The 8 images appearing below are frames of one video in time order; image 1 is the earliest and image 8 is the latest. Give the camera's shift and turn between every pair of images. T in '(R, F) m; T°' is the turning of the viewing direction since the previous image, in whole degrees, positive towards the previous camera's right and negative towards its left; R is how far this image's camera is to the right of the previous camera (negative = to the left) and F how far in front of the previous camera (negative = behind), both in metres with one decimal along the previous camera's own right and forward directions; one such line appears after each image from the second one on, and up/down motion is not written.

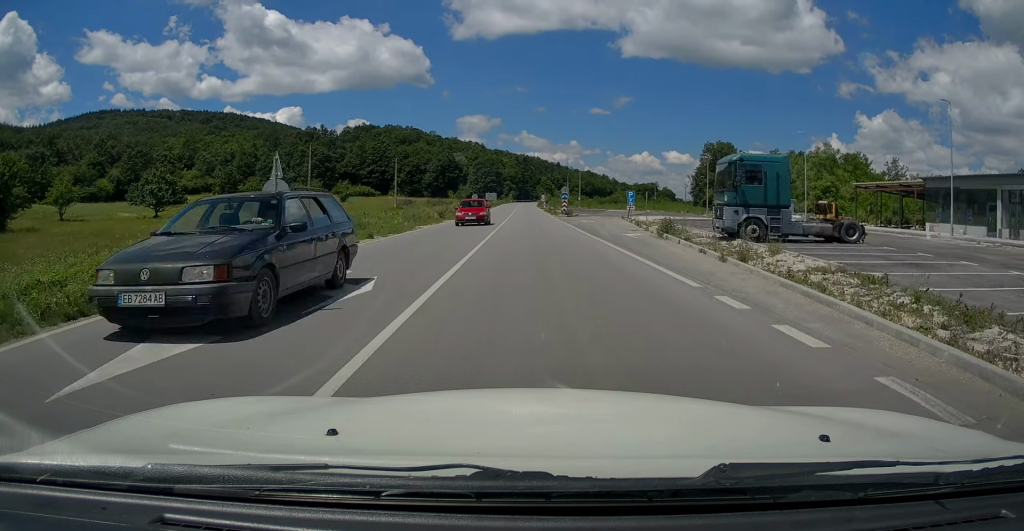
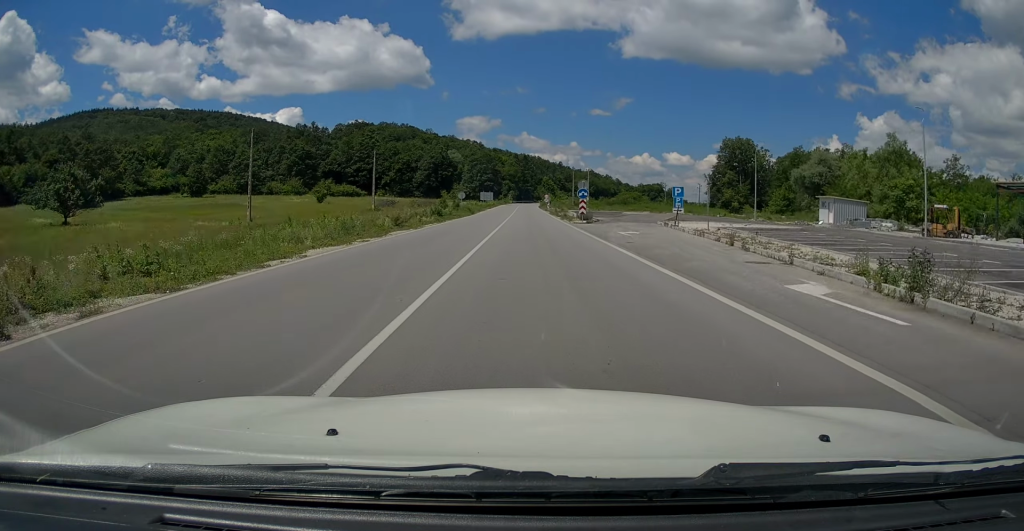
(0.0, +17.2) m; 0°
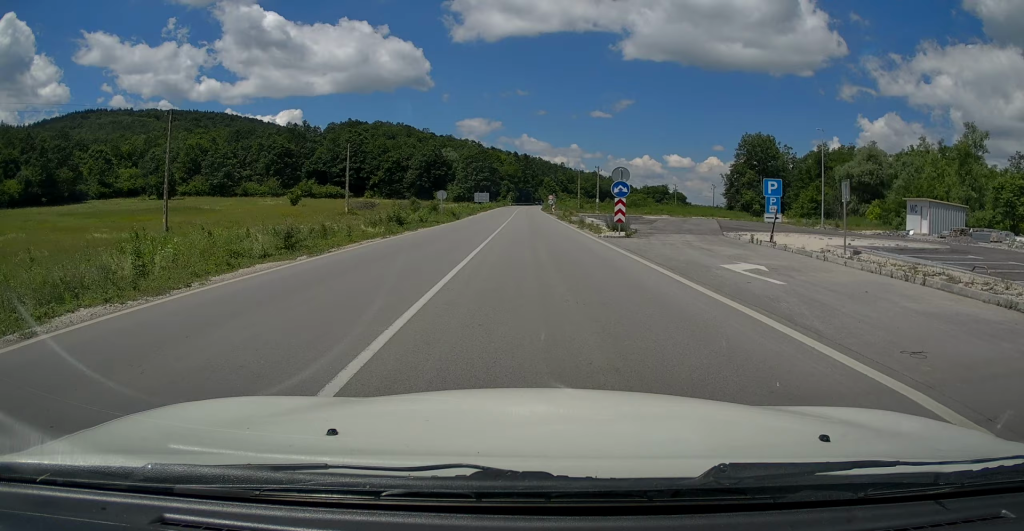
(0.0, +15.3) m; 0°
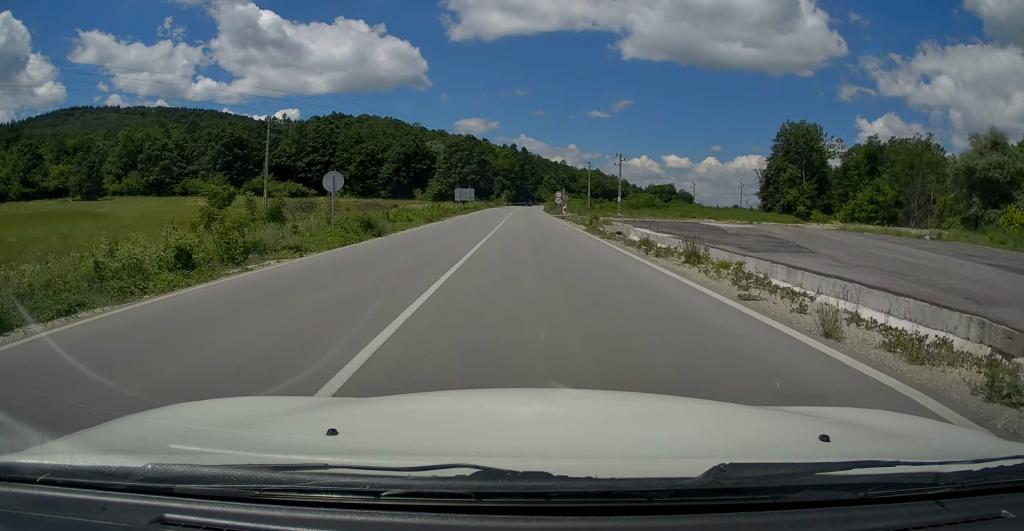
(0.0, +26.5) m; 0°
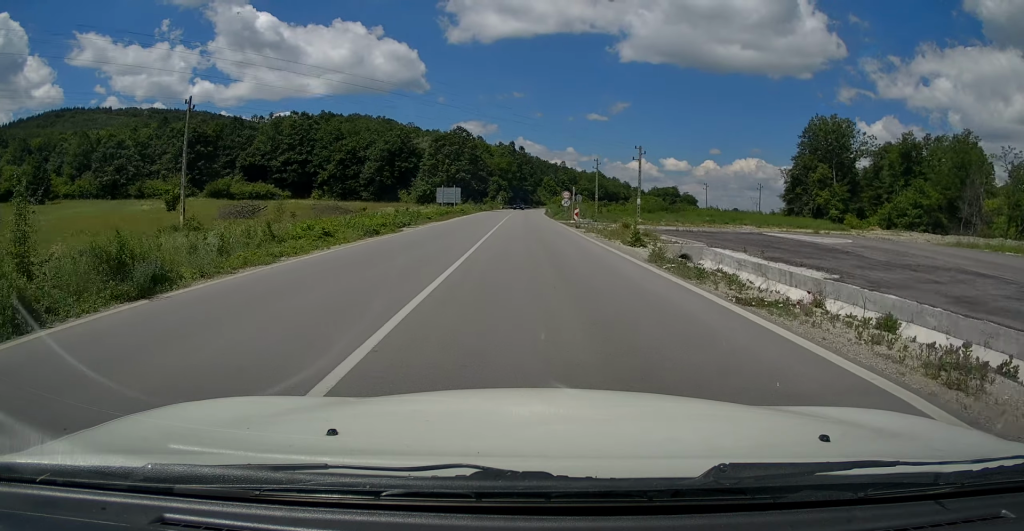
(0.0, +14.8) m; 0°
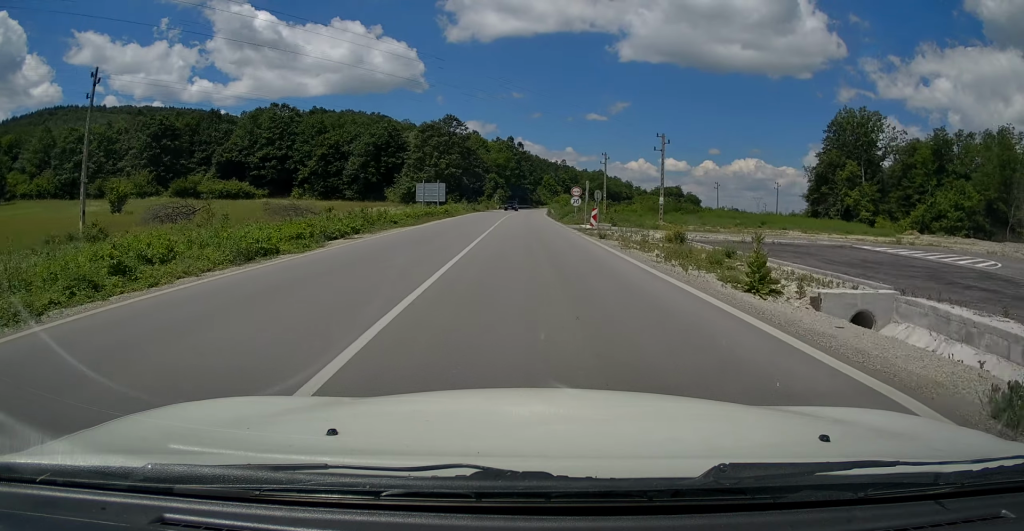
(-0.1, +11.3) m; +1°
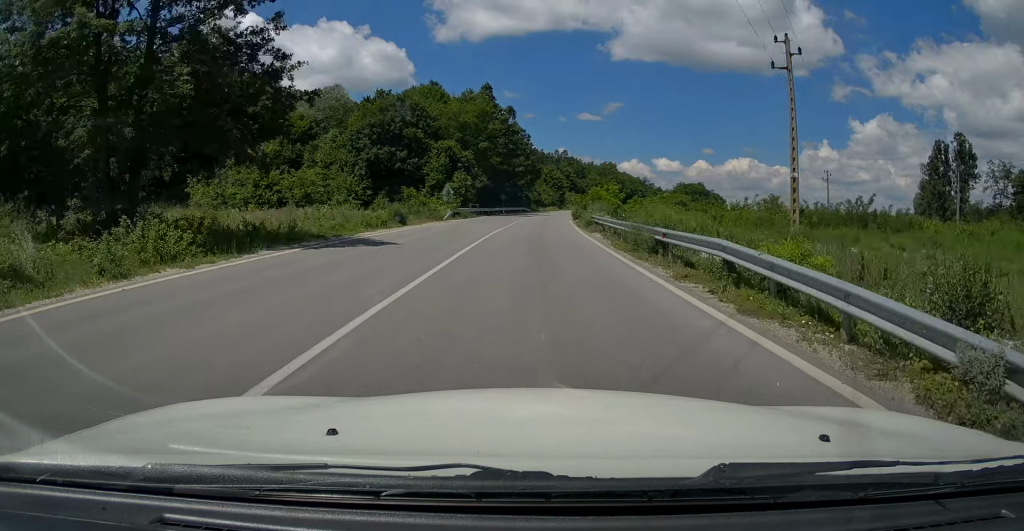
(+0.5, +65.5) m; +1°
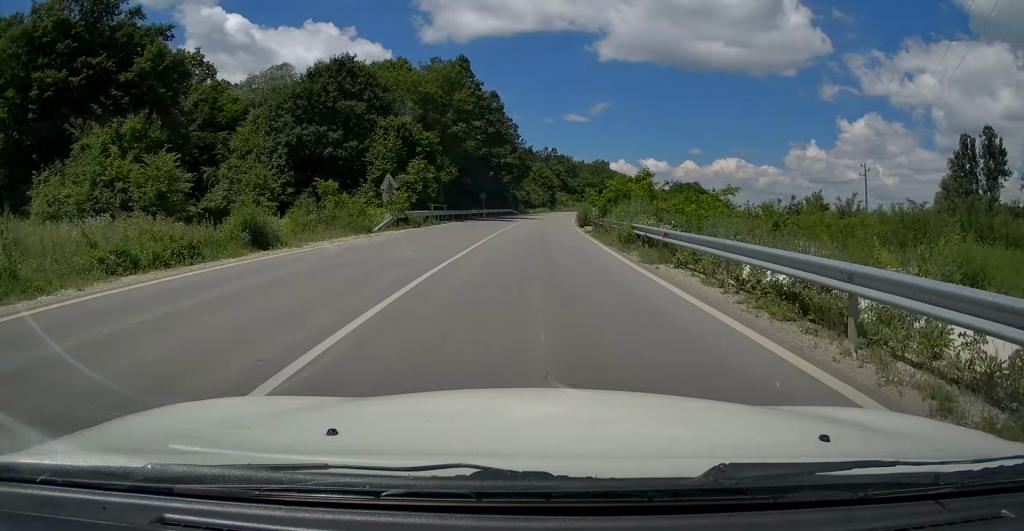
(0.0, +16.3) m; +1°
